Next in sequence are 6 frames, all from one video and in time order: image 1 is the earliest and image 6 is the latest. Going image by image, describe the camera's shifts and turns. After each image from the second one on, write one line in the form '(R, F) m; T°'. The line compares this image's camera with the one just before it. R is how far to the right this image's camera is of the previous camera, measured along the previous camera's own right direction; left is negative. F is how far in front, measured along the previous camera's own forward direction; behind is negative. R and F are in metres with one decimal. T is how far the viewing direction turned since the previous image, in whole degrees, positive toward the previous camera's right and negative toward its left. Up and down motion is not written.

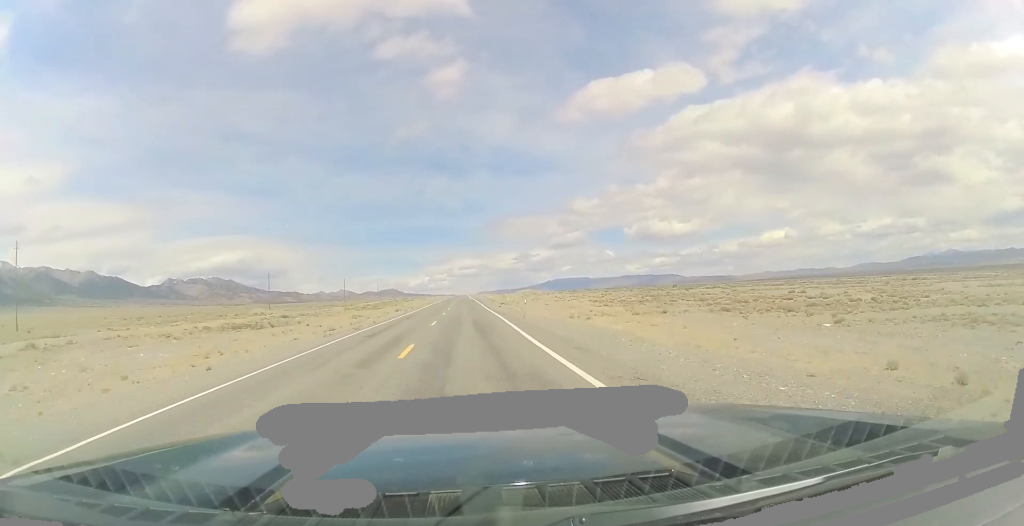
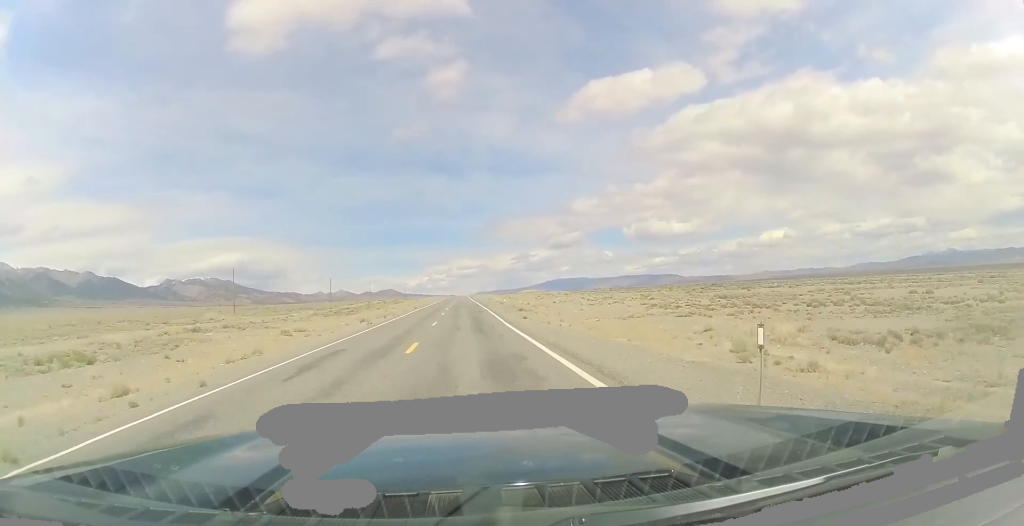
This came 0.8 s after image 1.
(+0.1, +25.9) m; 0°
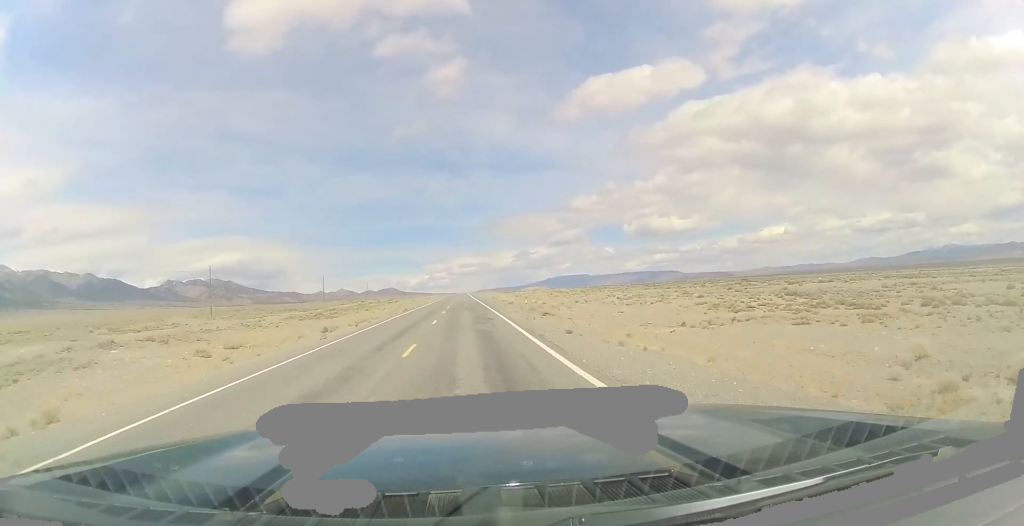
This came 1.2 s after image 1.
(+0.1, +14.7) m; 0°
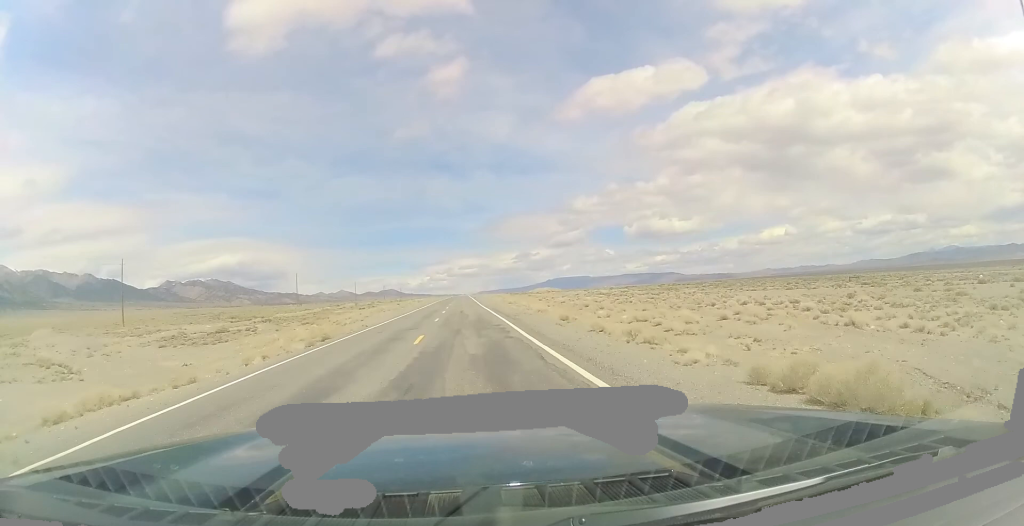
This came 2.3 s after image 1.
(-0.4, +38.2) m; 0°
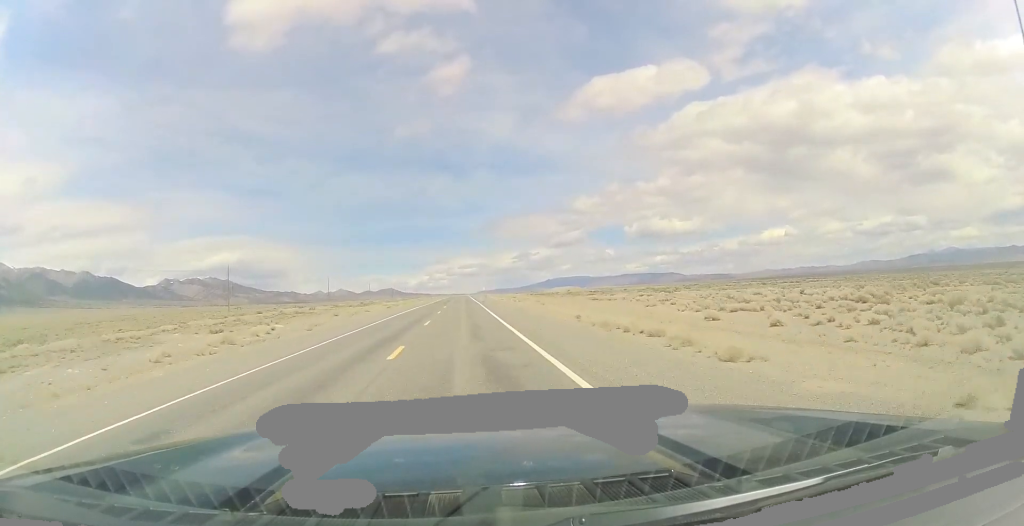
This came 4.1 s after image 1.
(+0.8, +58.5) m; 0°
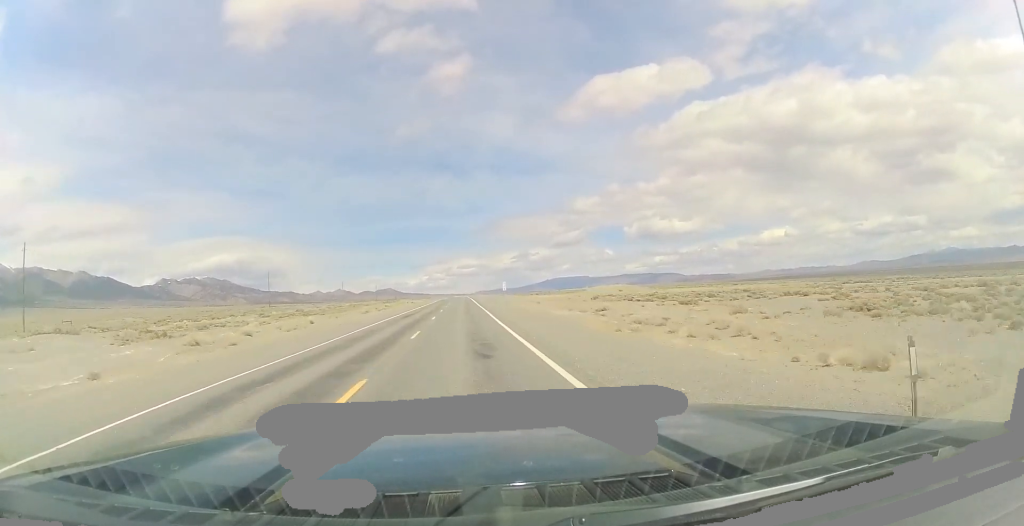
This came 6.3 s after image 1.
(-0.3, +74.4) m; 0°
